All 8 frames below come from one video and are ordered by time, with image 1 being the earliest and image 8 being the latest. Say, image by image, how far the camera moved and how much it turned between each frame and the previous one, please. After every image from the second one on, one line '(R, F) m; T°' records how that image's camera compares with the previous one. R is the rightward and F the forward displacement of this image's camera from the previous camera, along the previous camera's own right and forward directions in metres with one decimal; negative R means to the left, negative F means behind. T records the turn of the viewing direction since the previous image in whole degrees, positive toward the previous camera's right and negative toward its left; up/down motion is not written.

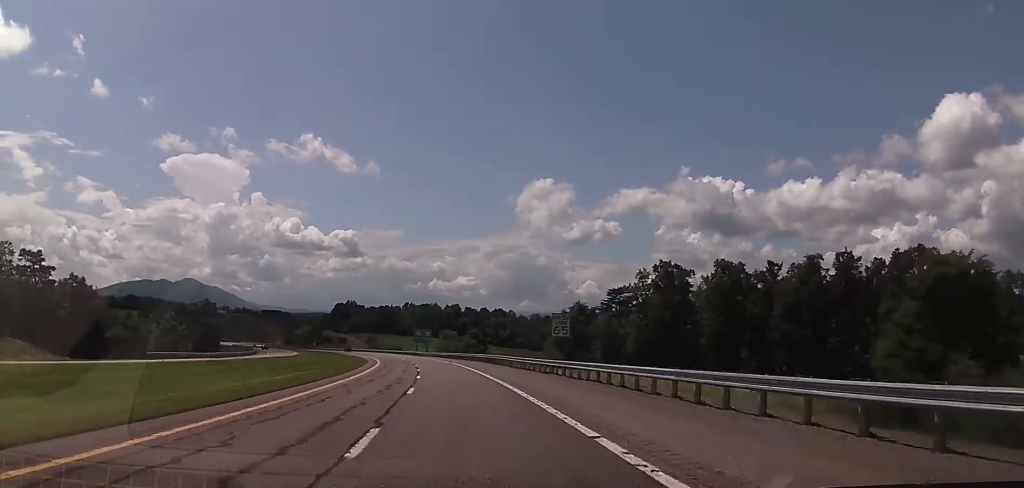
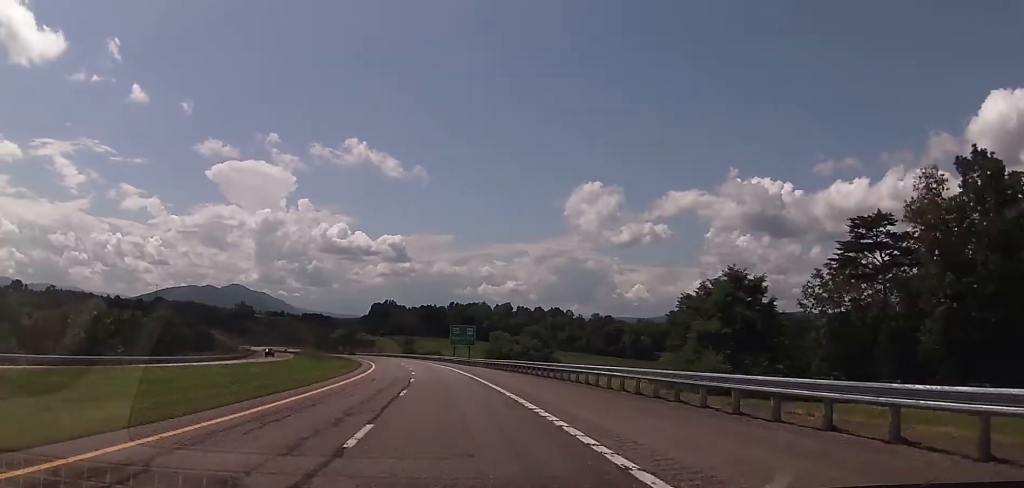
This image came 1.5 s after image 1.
(-1.9, +48.2) m; -4°
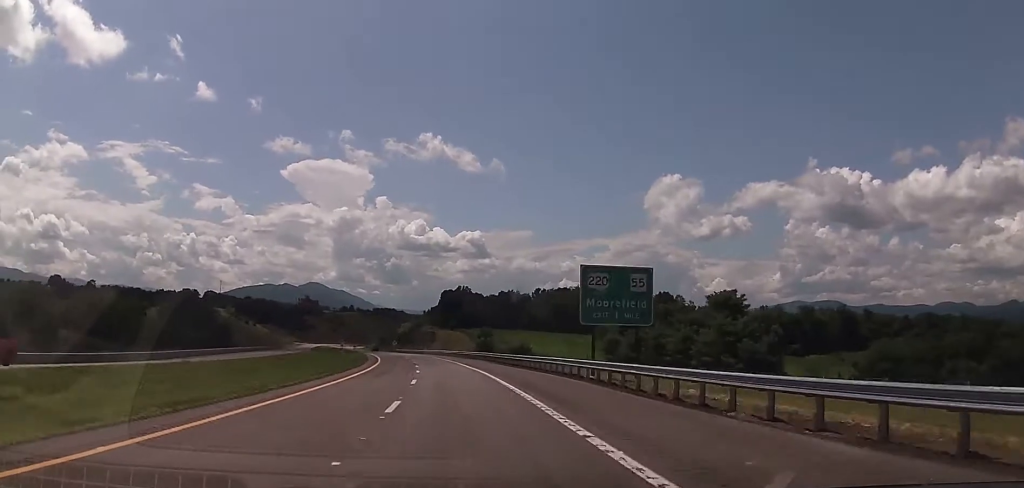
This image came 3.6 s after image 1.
(-3.6, +69.0) m; -7°
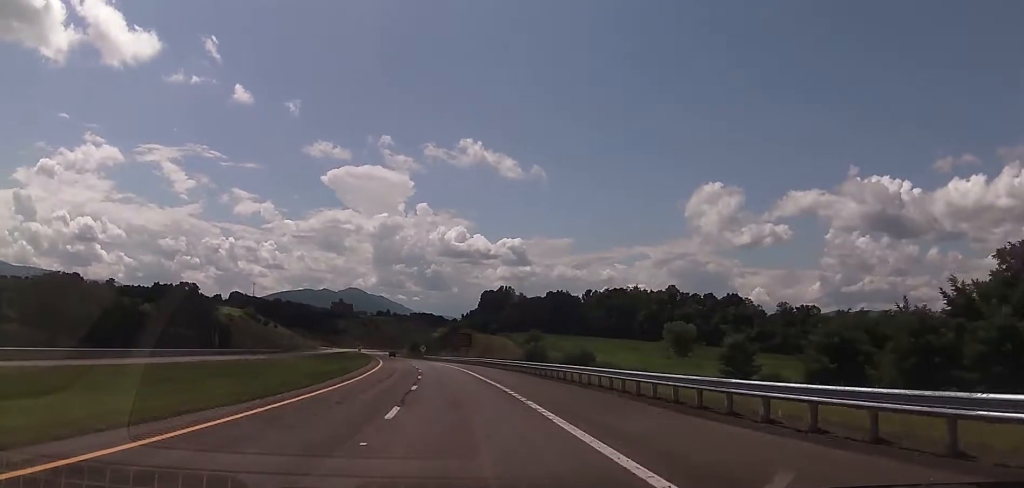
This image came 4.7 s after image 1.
(-1.0, +37.4) m; -2°
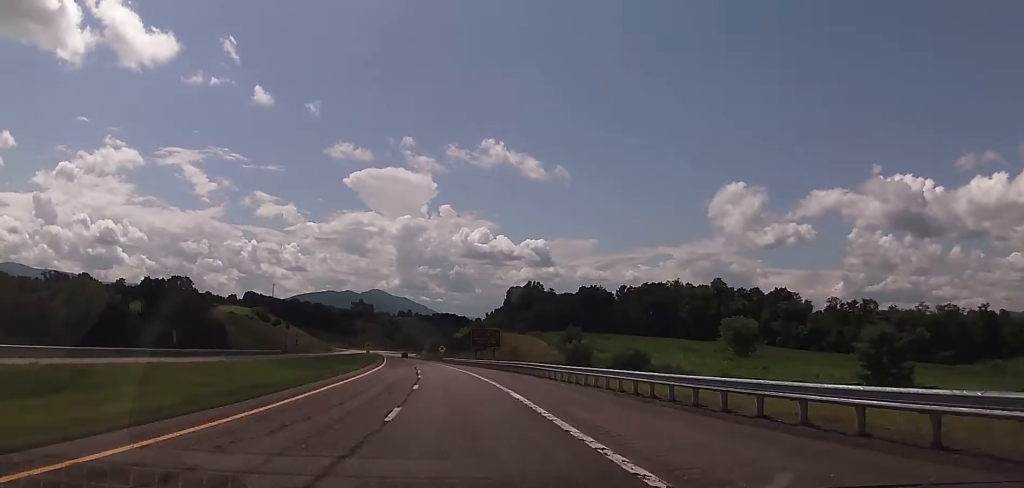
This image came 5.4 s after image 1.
(+0.2, +24.2) m; -2°
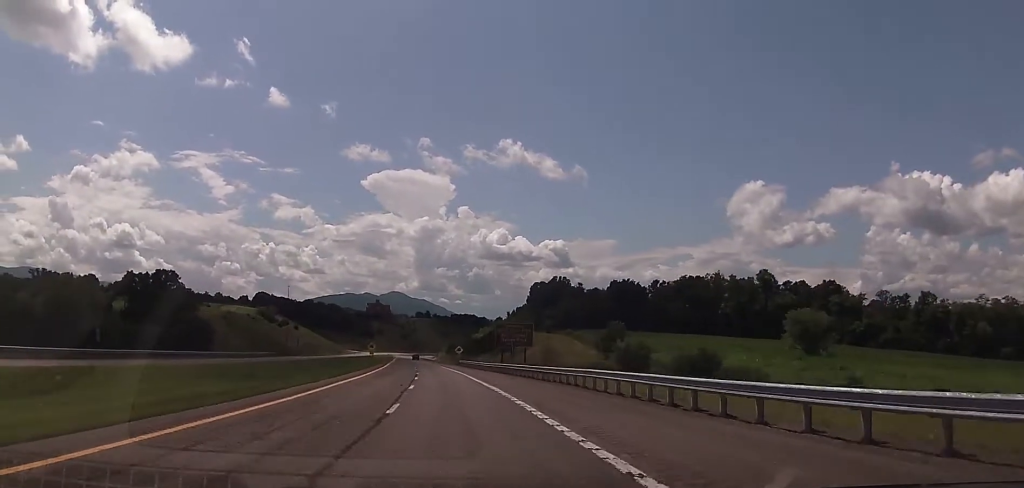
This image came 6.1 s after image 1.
(-1.1, +23.2) m; -3°
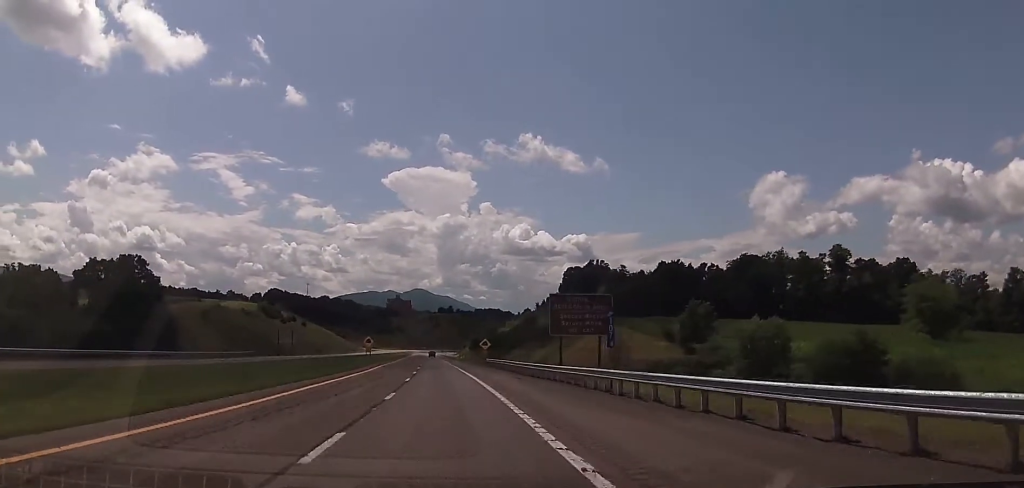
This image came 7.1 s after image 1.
(-0.9, +32.1) m; -3°
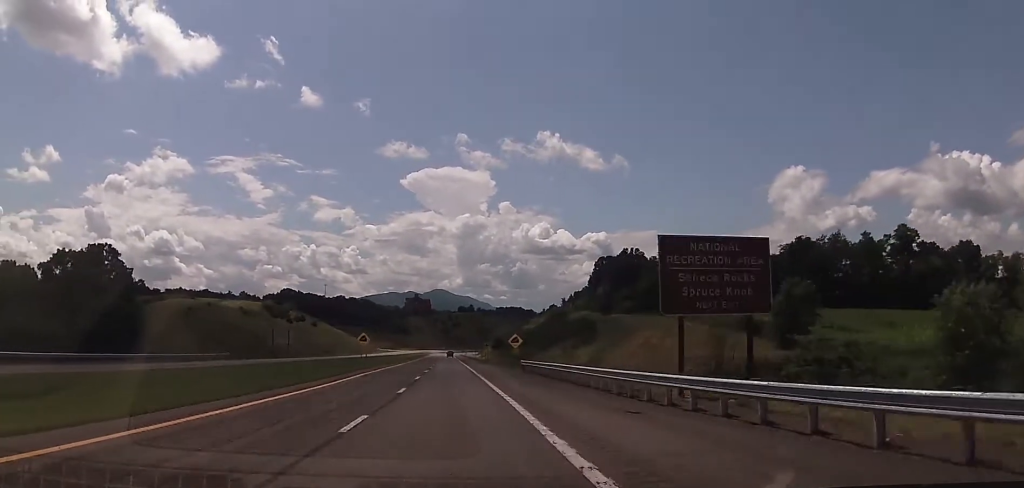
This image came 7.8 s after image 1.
(-0.3, +22.1) m; -1°
